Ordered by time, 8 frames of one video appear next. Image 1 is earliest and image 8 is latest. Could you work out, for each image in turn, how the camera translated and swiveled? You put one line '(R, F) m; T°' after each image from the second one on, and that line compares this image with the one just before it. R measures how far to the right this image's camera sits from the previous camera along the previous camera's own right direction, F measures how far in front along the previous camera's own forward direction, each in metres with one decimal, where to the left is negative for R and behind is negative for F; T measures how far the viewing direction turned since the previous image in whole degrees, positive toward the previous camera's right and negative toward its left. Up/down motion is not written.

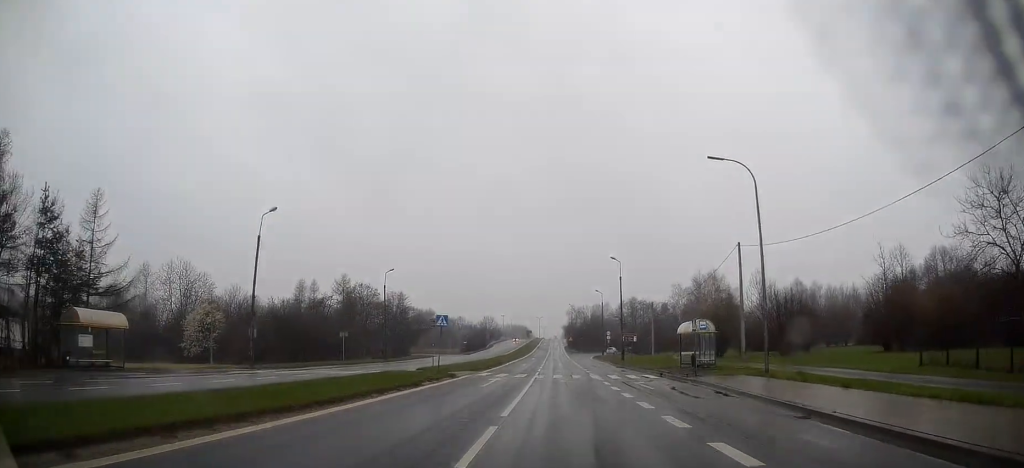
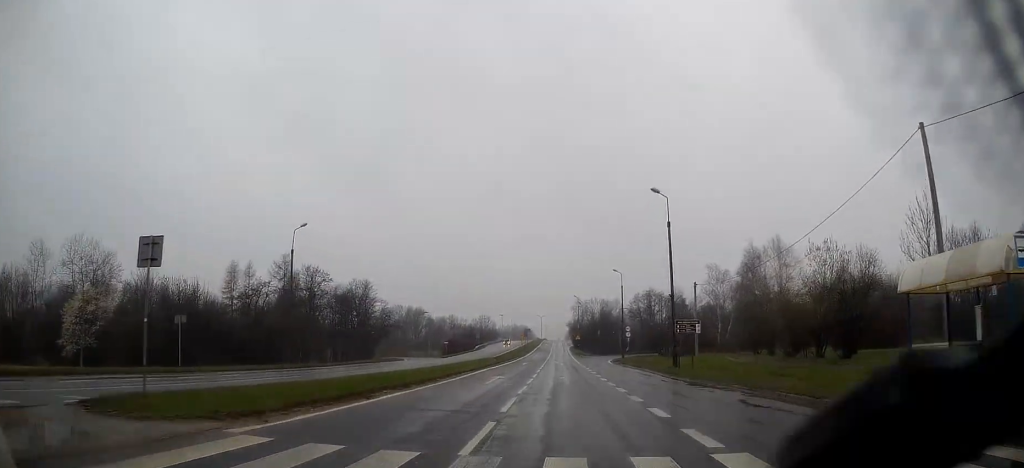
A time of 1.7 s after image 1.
(-0.3, +28.3) m; -1°
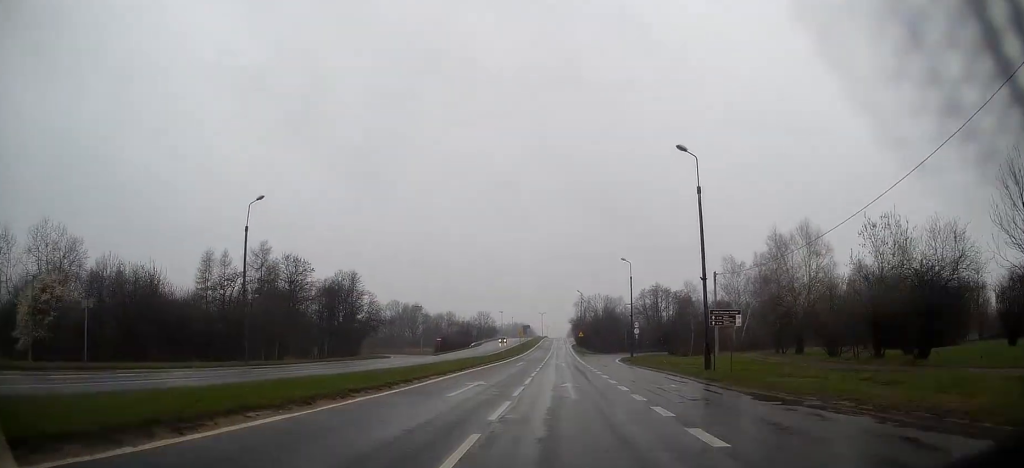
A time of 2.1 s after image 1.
(+0.1, +8.1) m; 0°
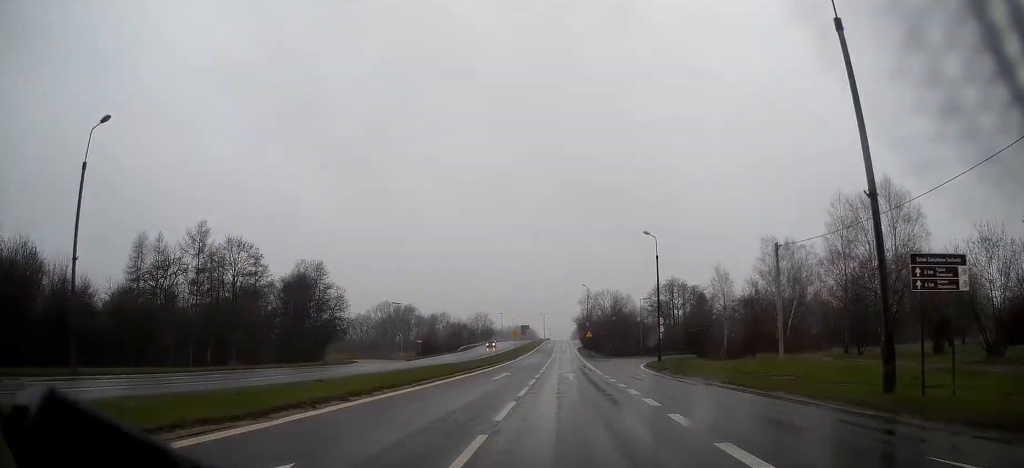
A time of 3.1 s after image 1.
(+0.2, +17.1) m; 0°
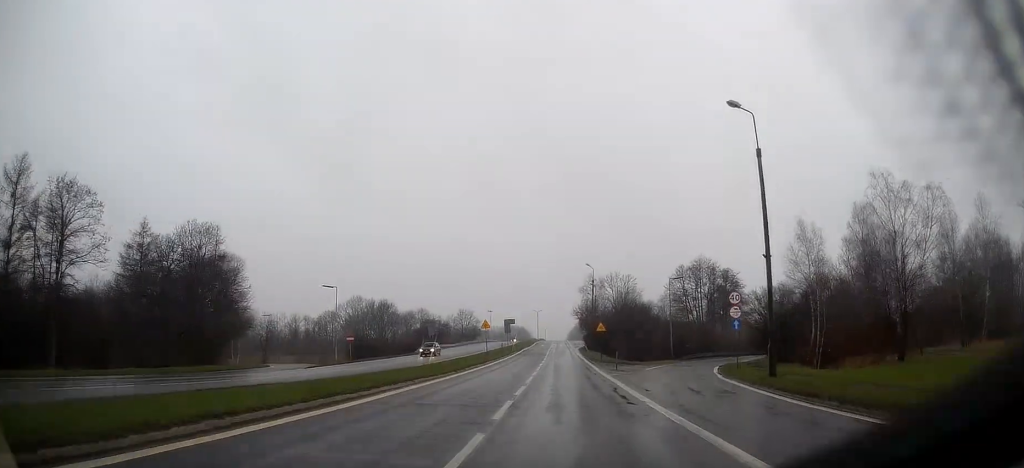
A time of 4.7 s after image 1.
(-0.1, +29.0) m; +1°
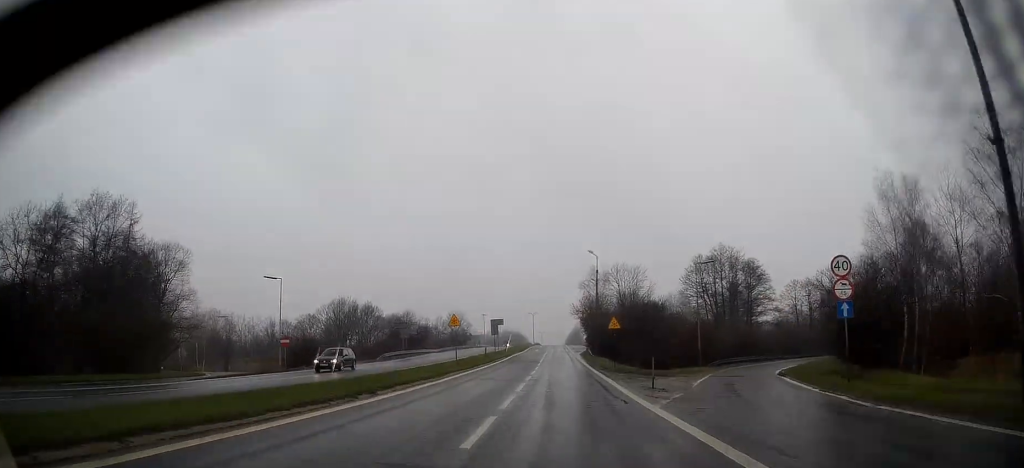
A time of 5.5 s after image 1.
(+0.2, +14.8) m; 0°
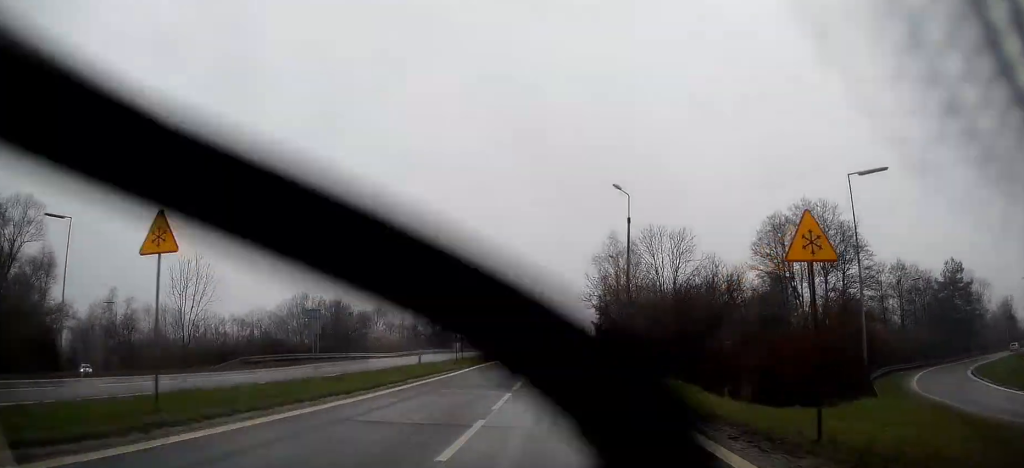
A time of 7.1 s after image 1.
(-0.3, +29.9) m; 0°
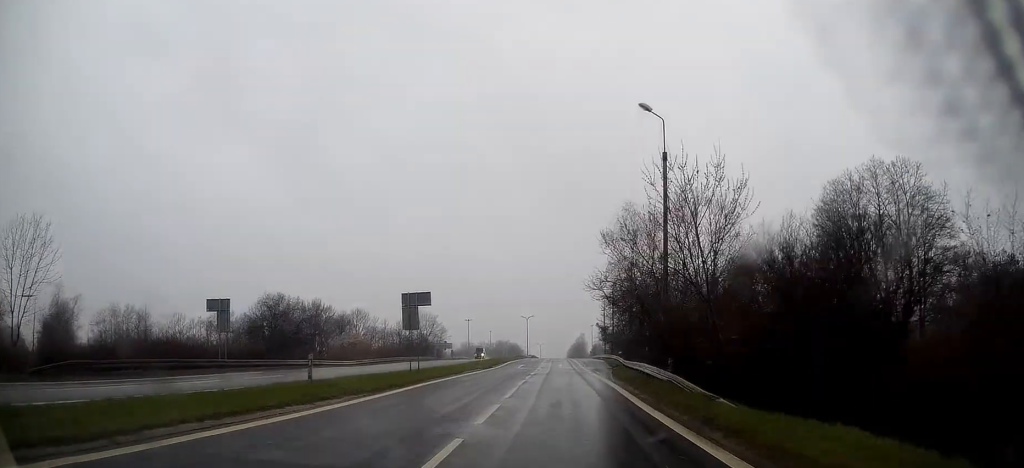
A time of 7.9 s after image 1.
(+0.2, +14.5) m; 0°
